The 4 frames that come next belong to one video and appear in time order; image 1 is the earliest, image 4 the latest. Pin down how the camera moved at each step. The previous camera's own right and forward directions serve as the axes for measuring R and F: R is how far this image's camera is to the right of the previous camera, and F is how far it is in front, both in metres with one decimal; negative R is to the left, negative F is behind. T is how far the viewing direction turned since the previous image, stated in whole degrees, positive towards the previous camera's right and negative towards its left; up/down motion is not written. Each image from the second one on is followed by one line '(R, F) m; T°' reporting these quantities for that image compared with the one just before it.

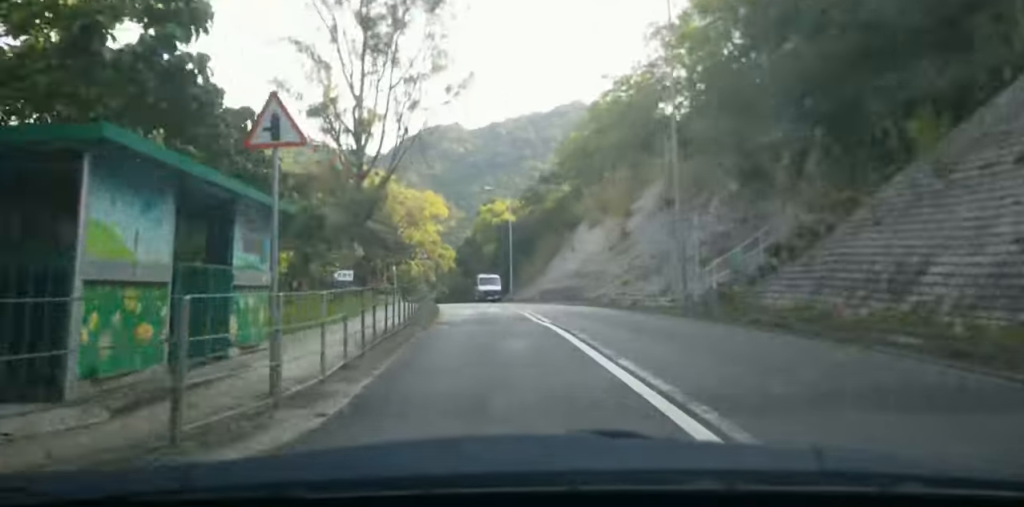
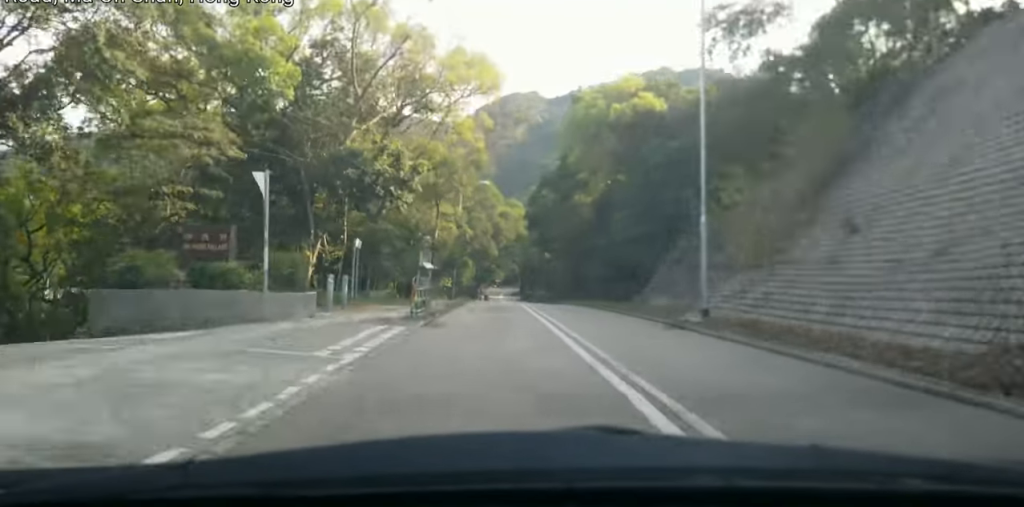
(-0.9, +50.7) m; -4°
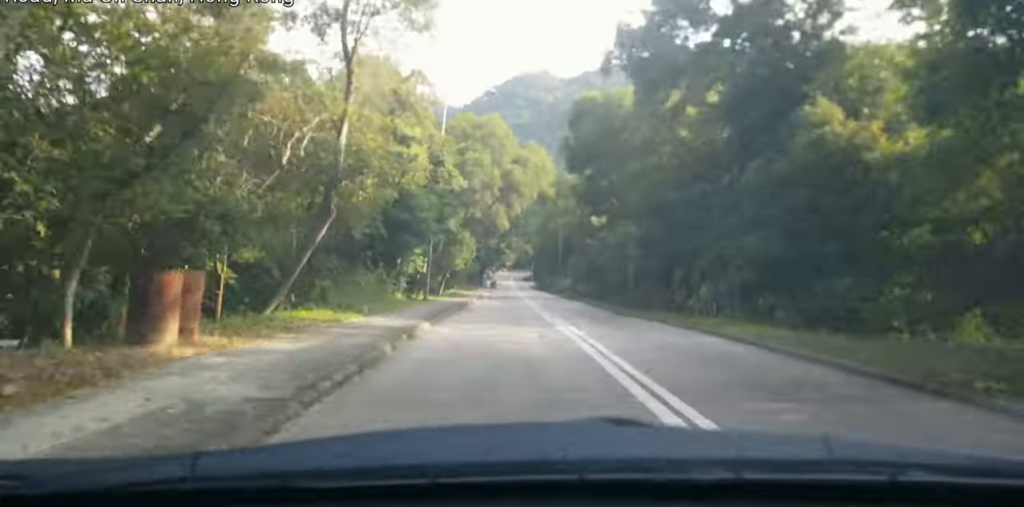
(-0.7, +31.2) m; -1°
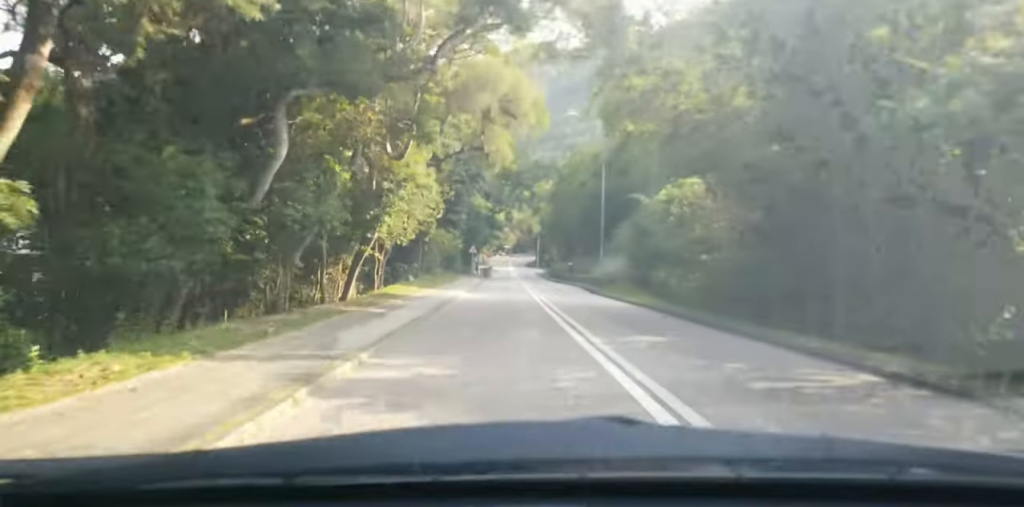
(0.0, +36.8) m; 0°
